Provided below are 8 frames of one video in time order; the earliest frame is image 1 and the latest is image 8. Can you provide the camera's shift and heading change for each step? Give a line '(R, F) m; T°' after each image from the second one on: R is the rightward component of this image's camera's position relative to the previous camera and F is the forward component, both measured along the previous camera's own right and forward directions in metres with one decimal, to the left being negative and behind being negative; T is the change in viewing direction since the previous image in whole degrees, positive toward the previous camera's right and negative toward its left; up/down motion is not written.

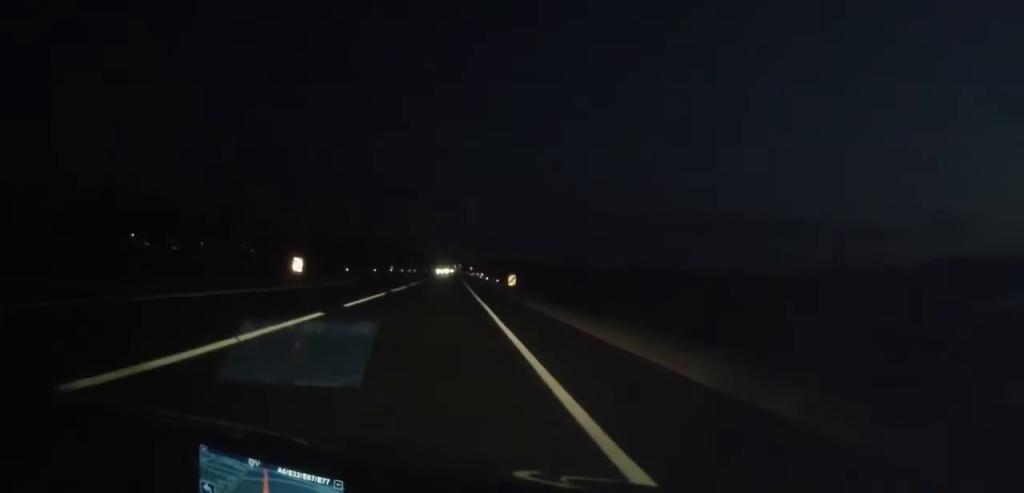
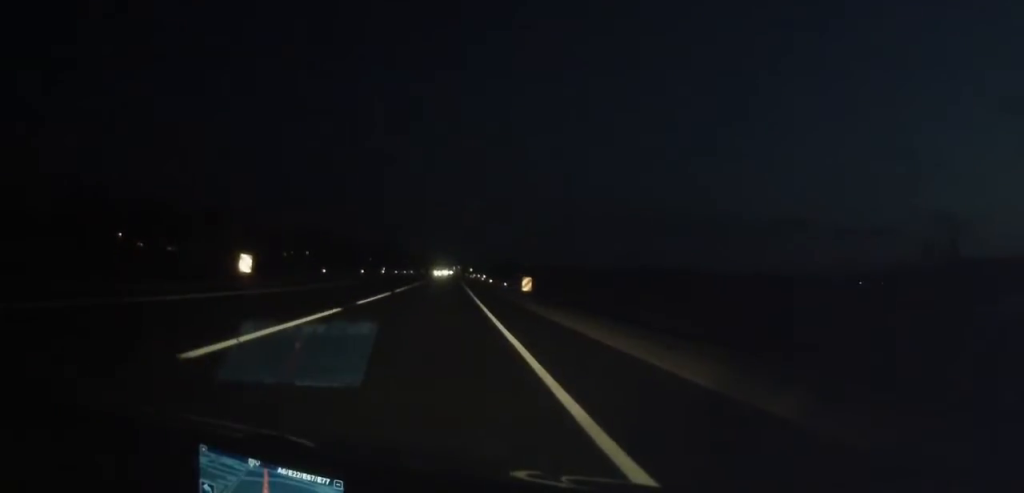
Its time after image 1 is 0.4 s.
(0.0, +10.1) m; 0°
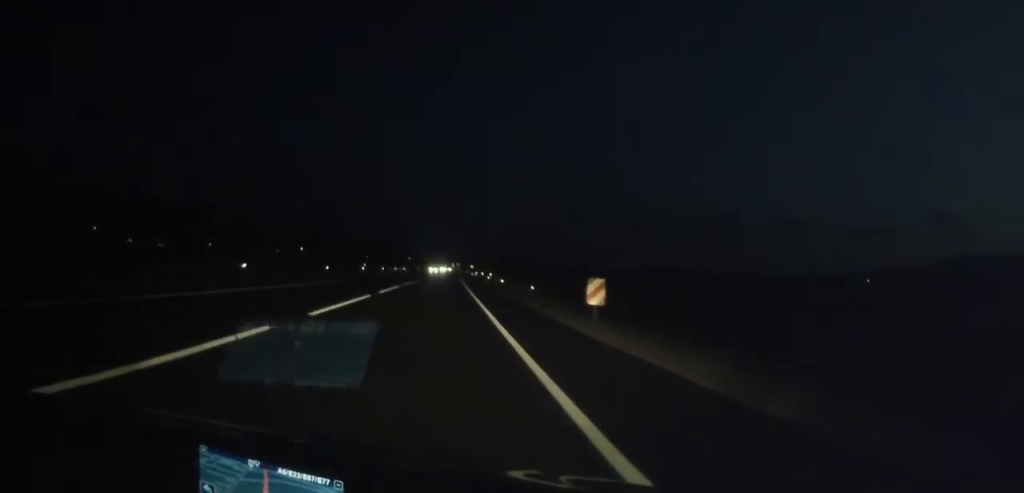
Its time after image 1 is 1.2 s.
(+0.1, +18.5) m; 0°
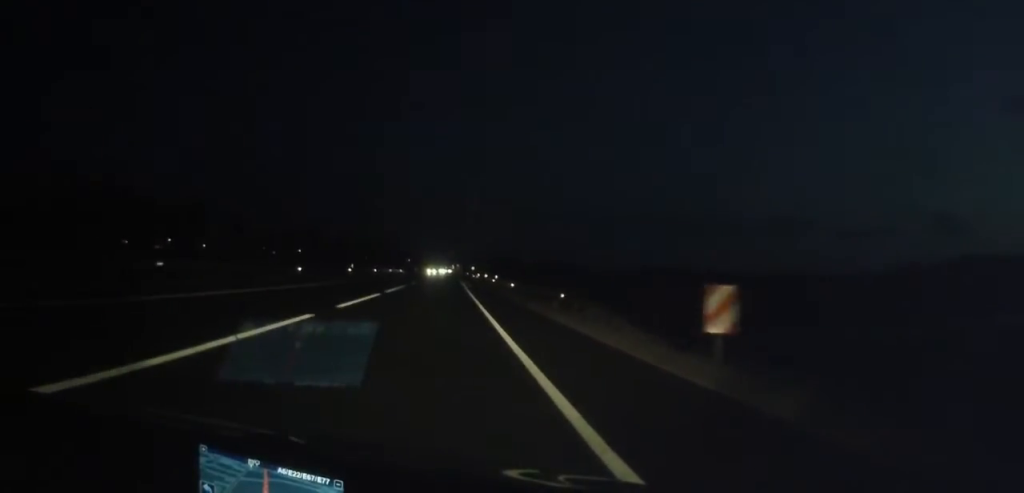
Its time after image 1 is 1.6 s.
(+0.1, +9.1) m; 0°
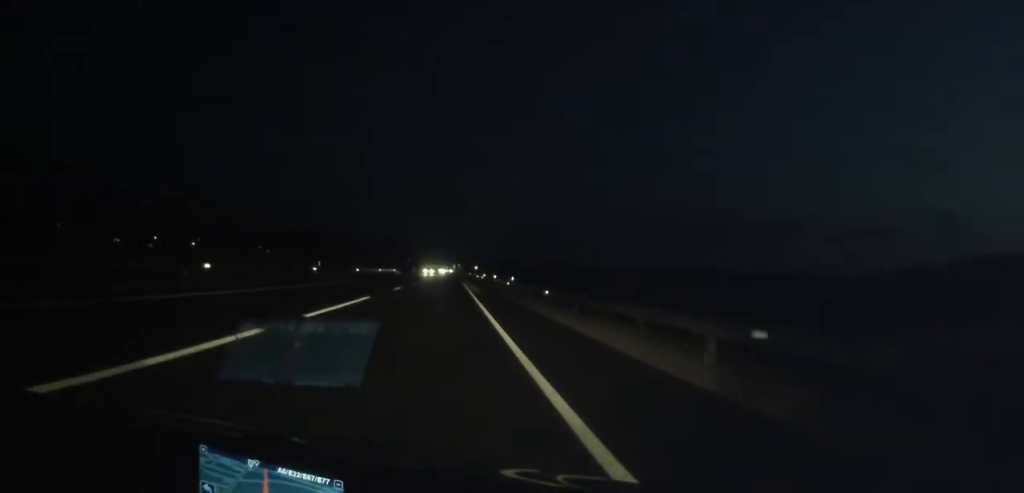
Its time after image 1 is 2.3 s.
(0.0, +15.9) m; 0°
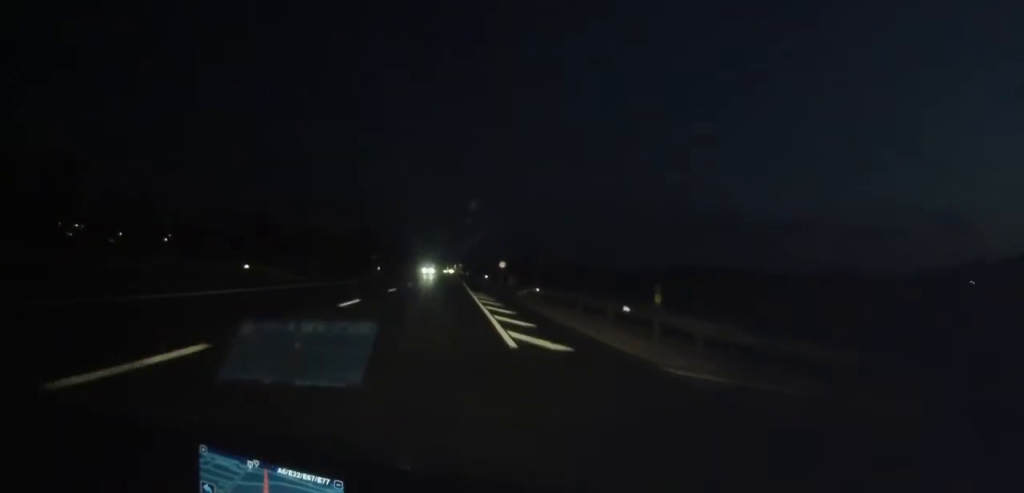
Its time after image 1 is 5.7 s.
(+0.2, +75.1) m; 0°
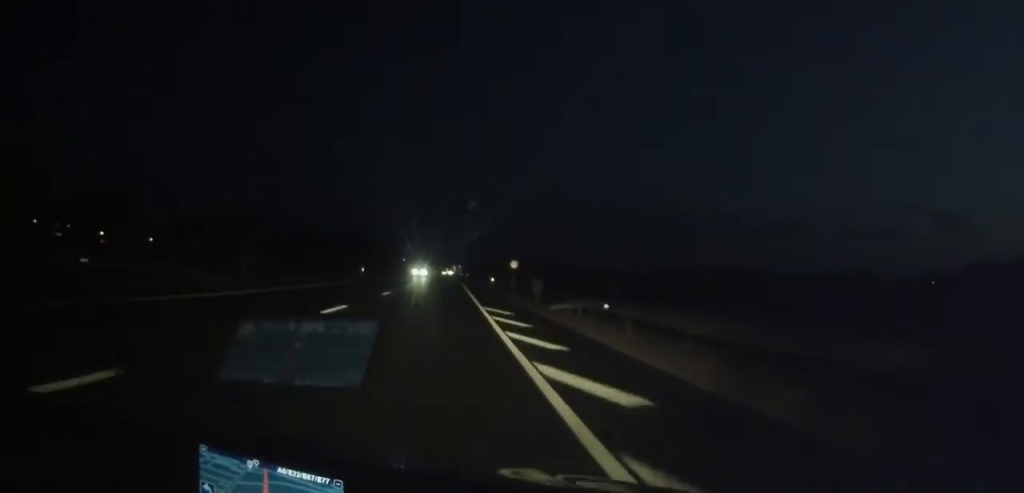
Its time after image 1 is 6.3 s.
(0.0, +14.2) m; 0°
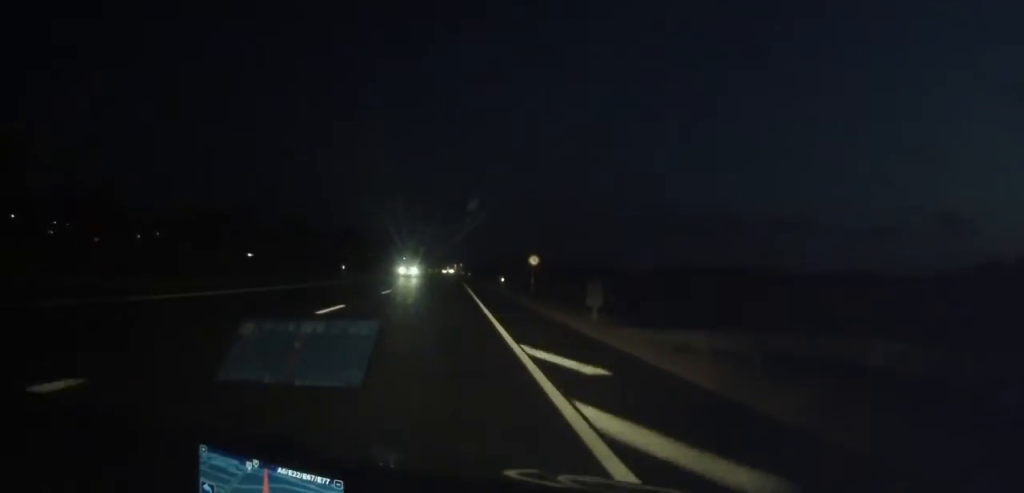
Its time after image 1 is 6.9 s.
(+0.1, +12.6) m; 0°
